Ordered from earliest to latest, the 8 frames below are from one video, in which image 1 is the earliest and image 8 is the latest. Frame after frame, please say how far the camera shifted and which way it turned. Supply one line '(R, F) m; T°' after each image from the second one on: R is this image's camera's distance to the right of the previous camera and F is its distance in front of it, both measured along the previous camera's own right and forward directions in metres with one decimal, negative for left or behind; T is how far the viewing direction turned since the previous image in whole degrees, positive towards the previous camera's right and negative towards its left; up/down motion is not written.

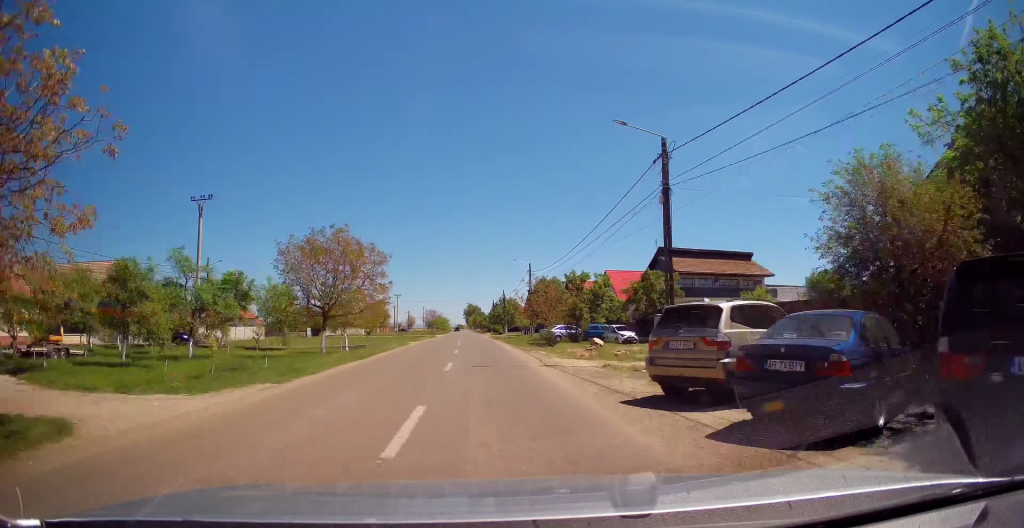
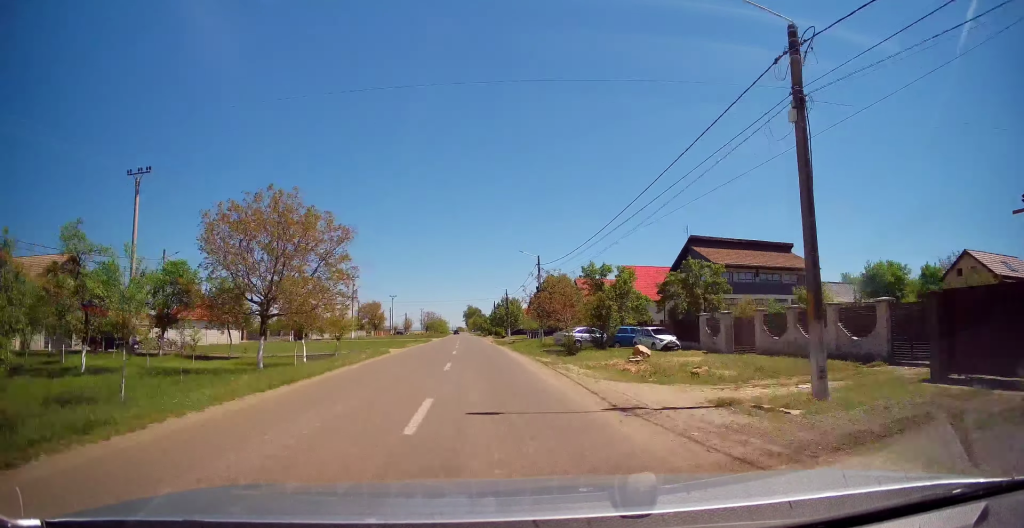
(0.0, +8.2) m; 0°
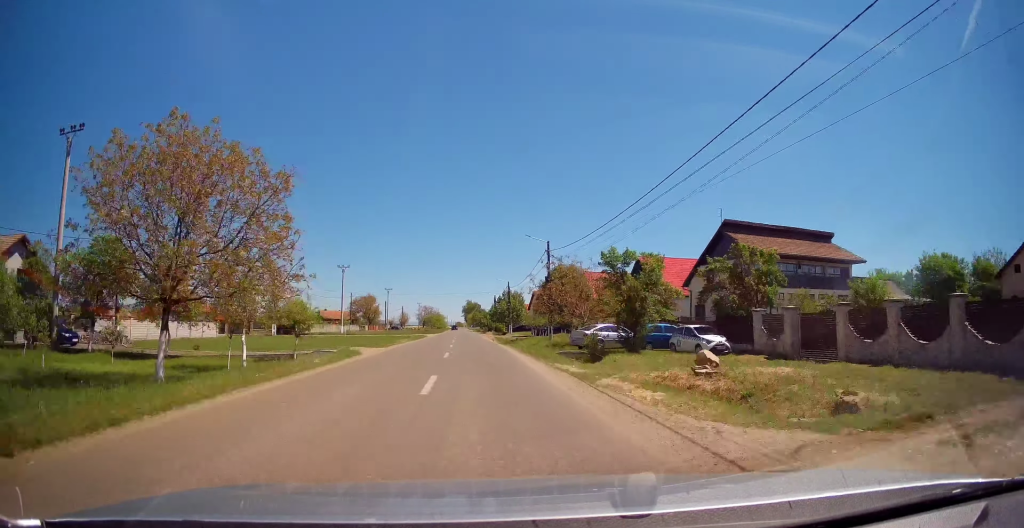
(+0.1, +6.6) m; -1°
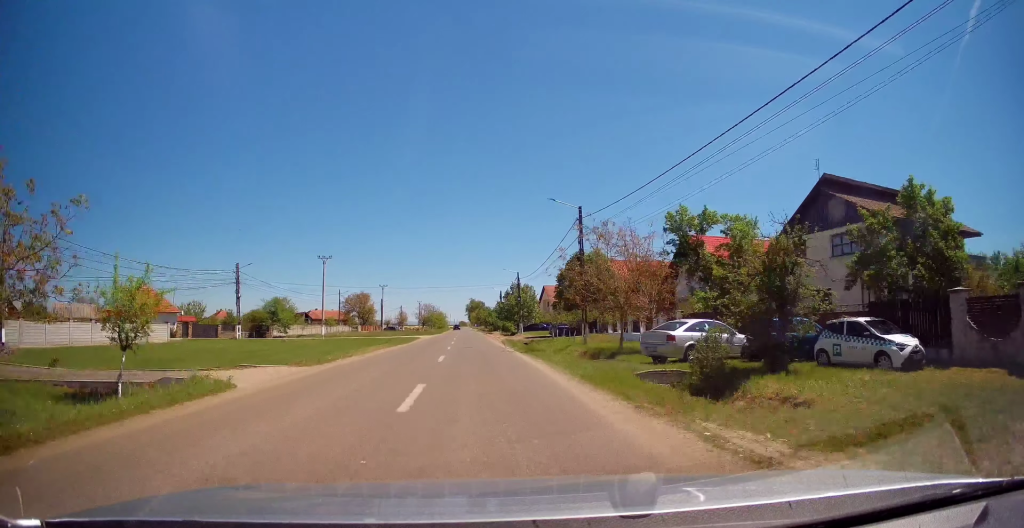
(-0.2, +12.2) m; -1°
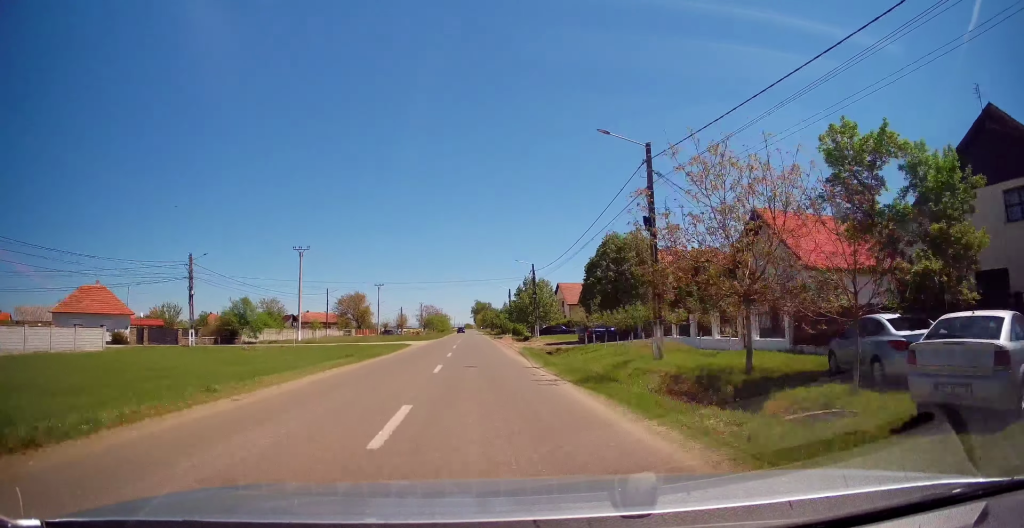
(-0.3, +11.7) m; 0°
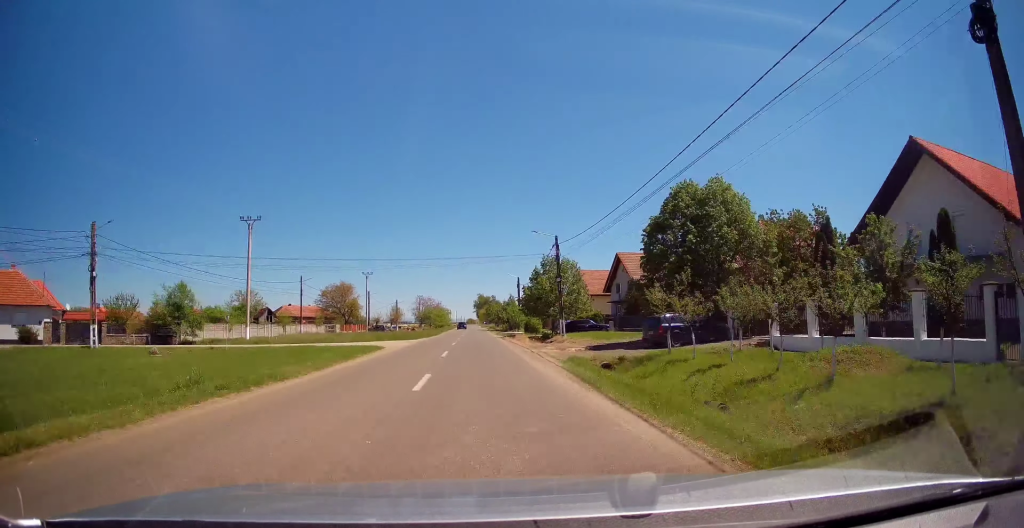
(+0.4, +14.6) m; +2°
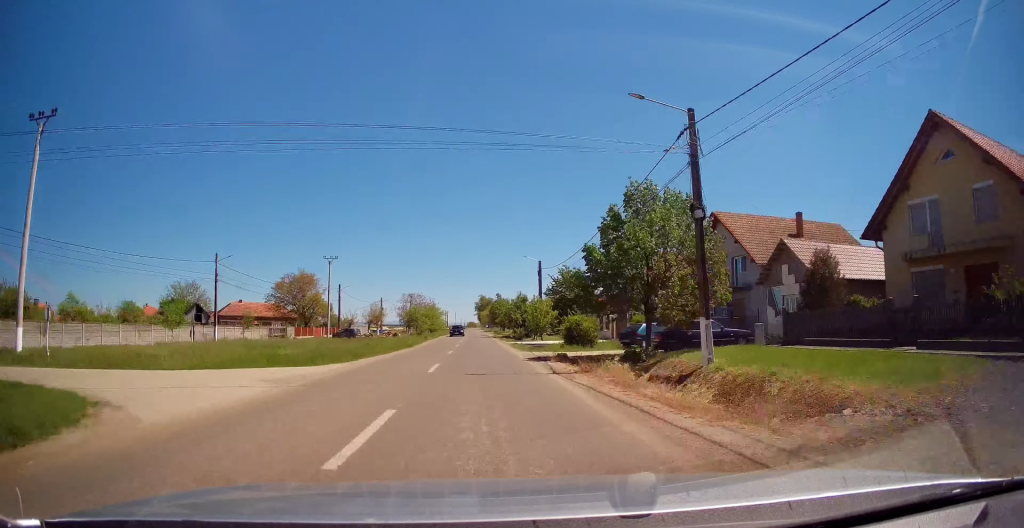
(-0.5, +25.5) m; -3°
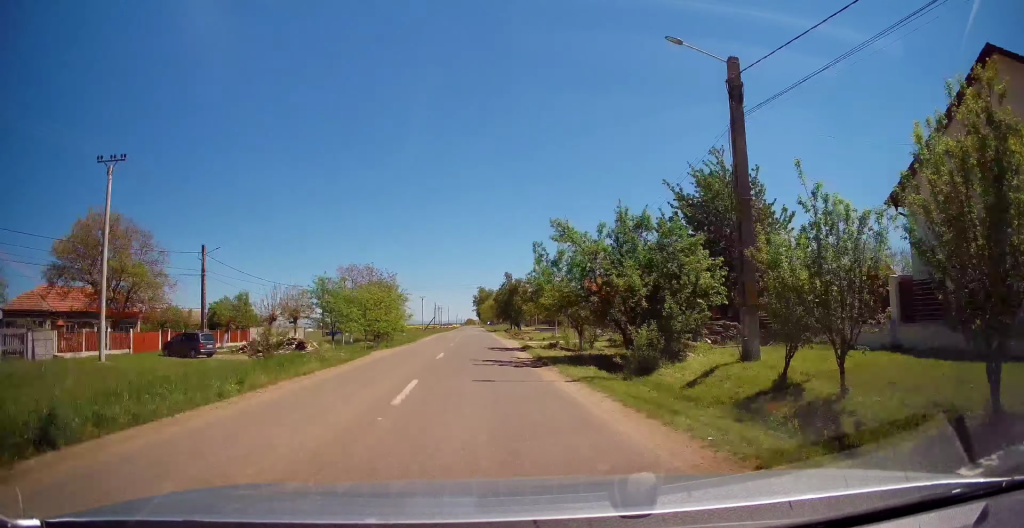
(-0.7, +44.7) m; +1°
